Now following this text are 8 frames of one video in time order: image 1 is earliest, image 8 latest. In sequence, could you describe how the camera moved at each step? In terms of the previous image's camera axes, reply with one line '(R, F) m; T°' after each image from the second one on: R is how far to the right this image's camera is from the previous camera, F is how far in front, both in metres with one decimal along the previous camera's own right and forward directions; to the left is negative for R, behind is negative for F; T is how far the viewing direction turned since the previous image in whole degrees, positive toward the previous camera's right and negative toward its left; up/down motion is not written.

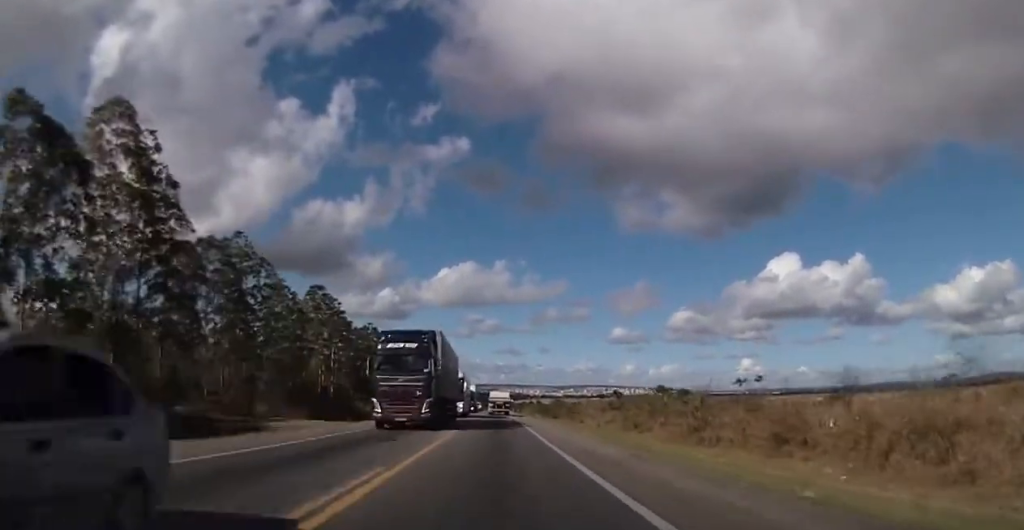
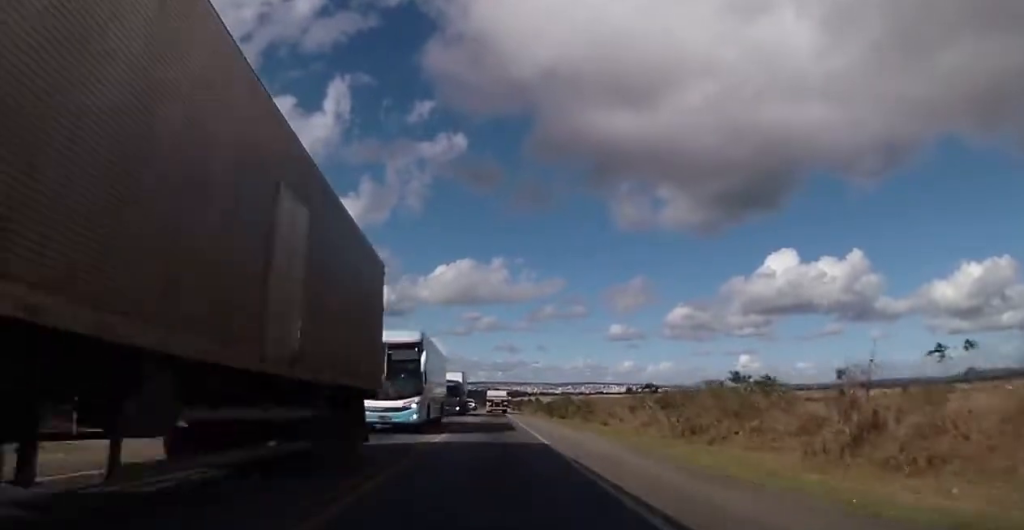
(-0.1, +21.3) m; 0°
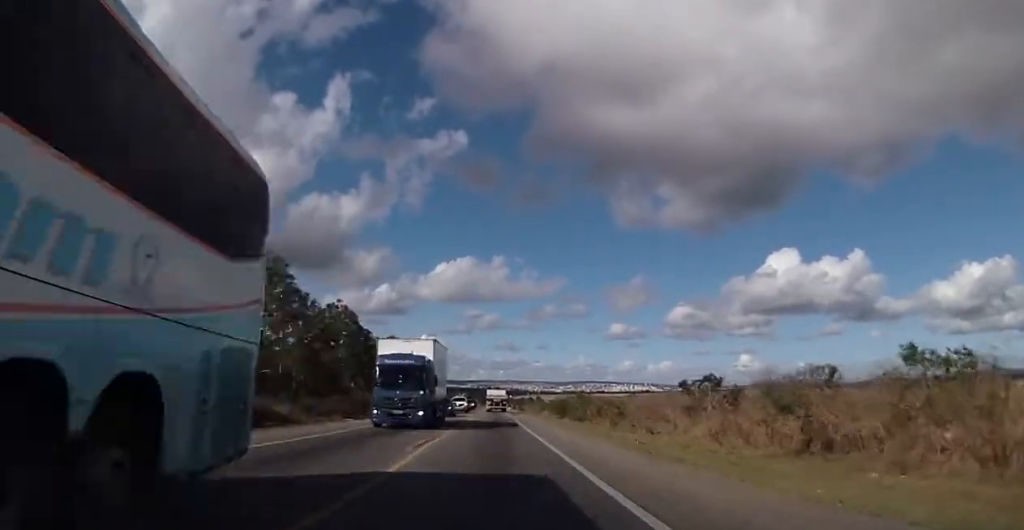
(+0.1, +20.4) m; 0°
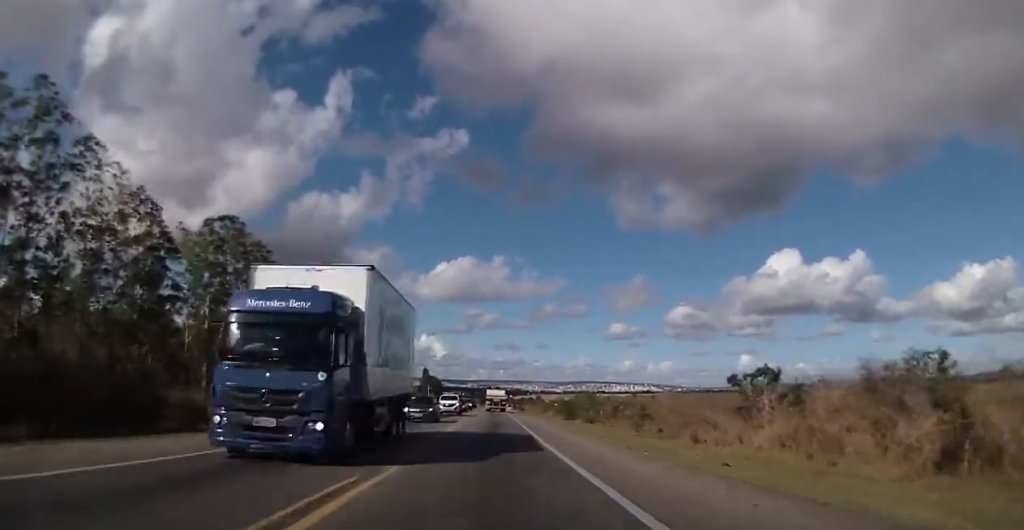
(+0.1, +11.0) m; 0°
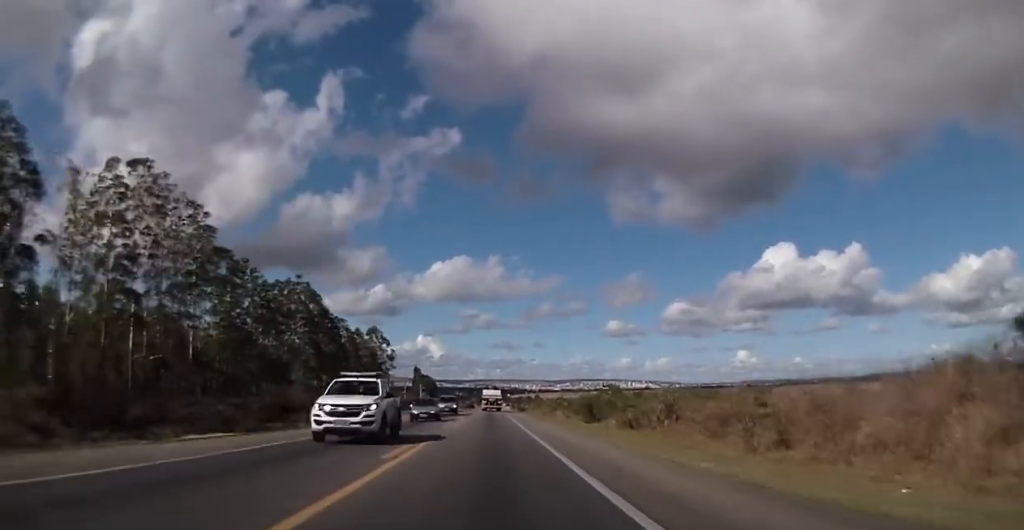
(-0.2, +25.6) m; 0°
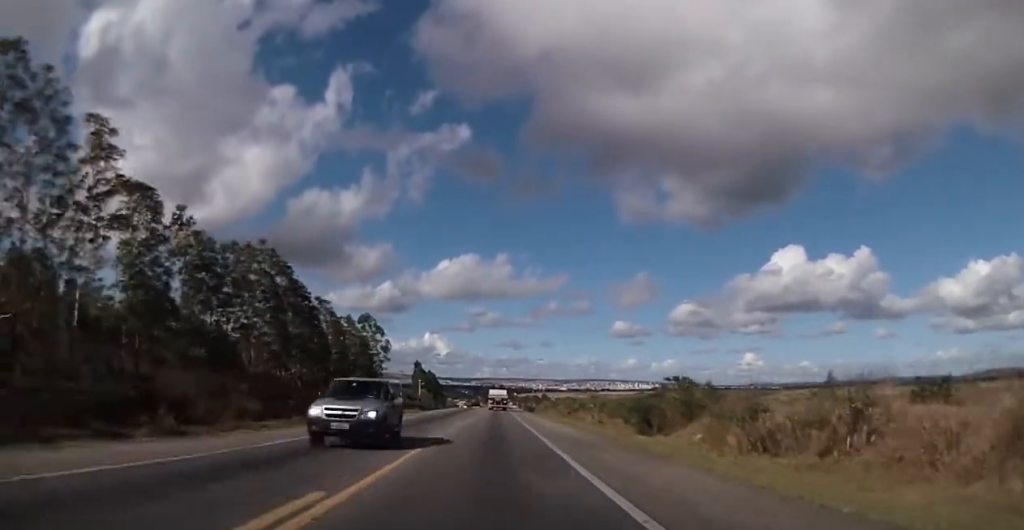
(0.0, +28.8) m; 0°
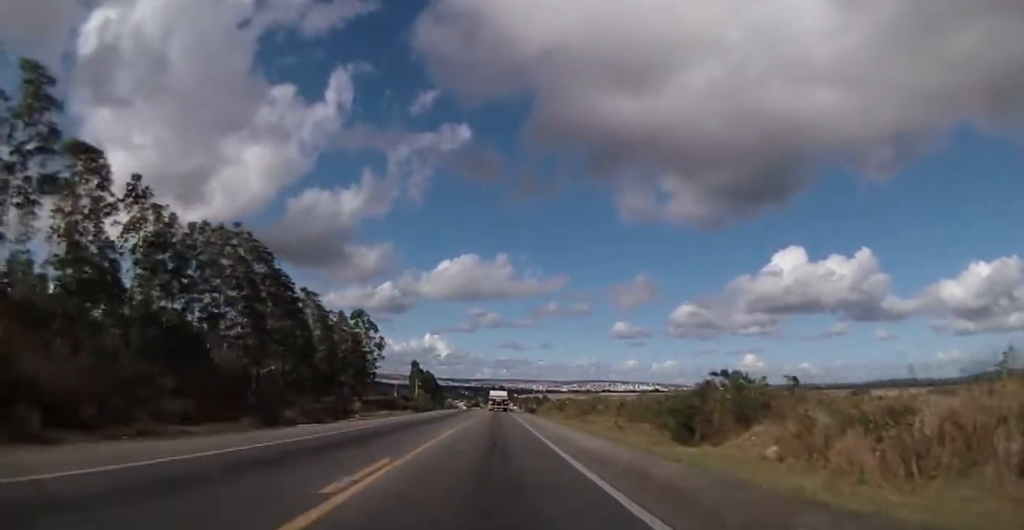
(+0.1, +12.9) m; 0°
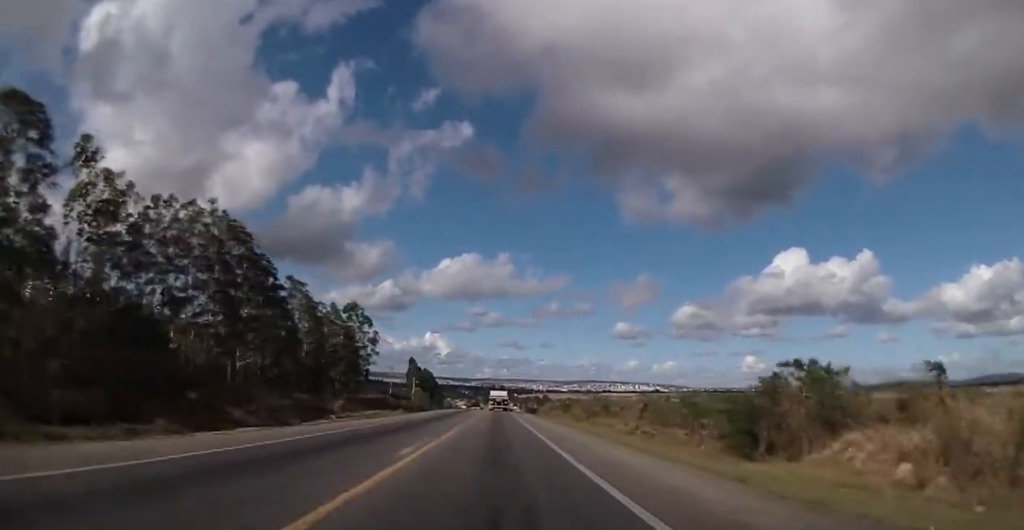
(+0.1, +12.0) m; 0°
